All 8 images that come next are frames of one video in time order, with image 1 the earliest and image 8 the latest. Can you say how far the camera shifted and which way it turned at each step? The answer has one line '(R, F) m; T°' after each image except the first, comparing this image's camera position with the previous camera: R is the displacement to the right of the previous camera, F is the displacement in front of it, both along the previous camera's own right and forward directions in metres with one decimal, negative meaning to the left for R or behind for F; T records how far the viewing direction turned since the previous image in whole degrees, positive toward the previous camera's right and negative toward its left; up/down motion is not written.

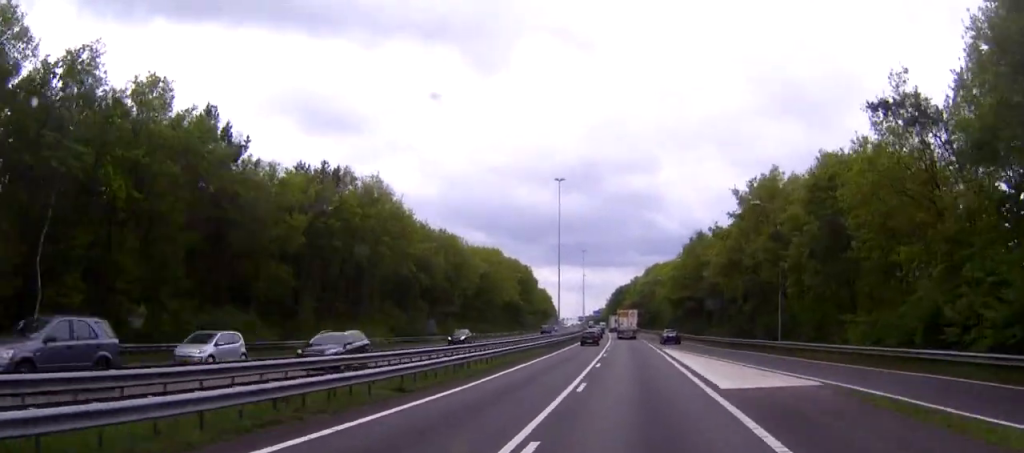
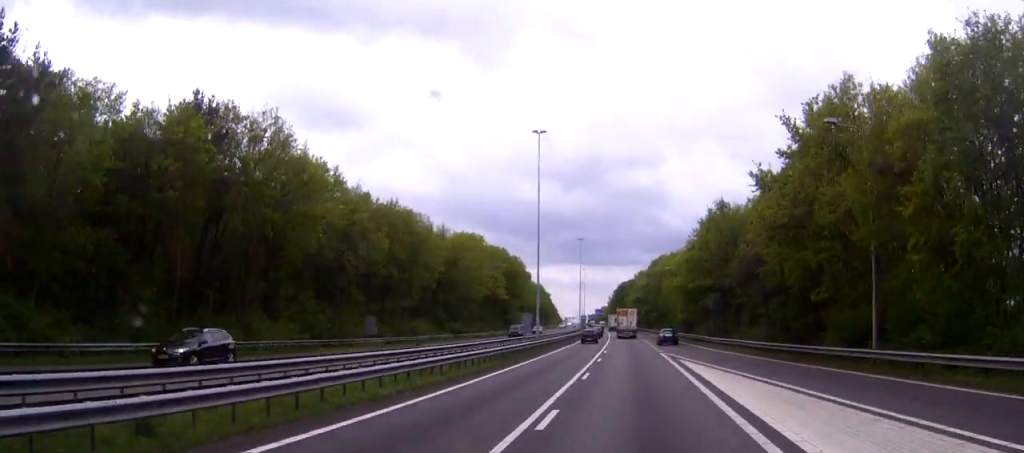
(0.0, +19.9) m; 0°
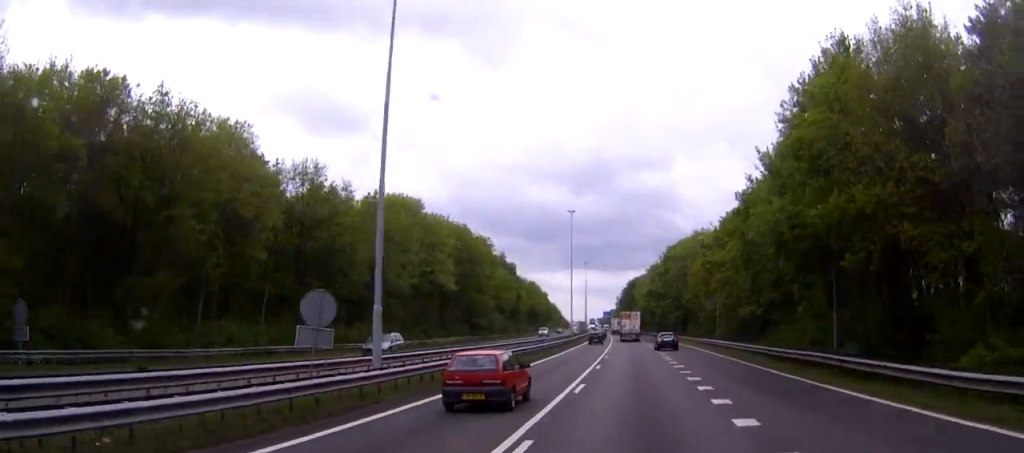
(-0.4, +40.7) m; -1°
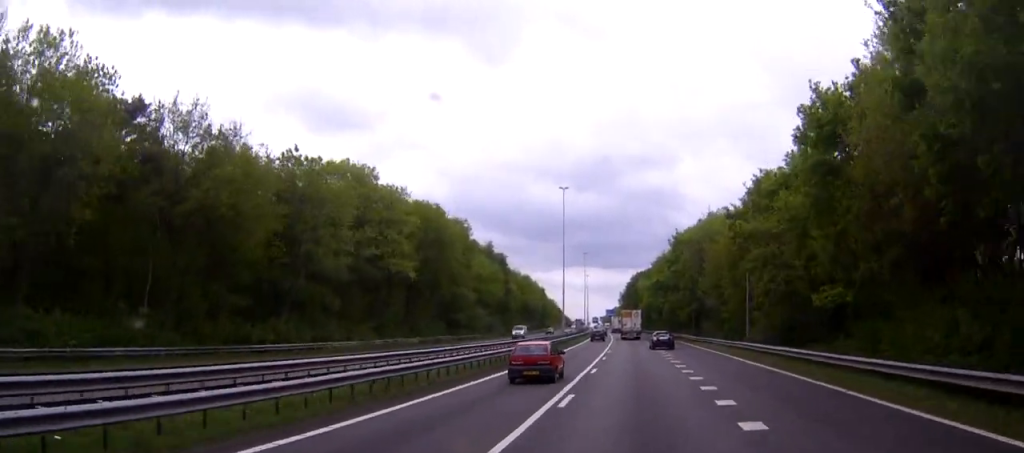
(-0.1, +16.8) m; 0°
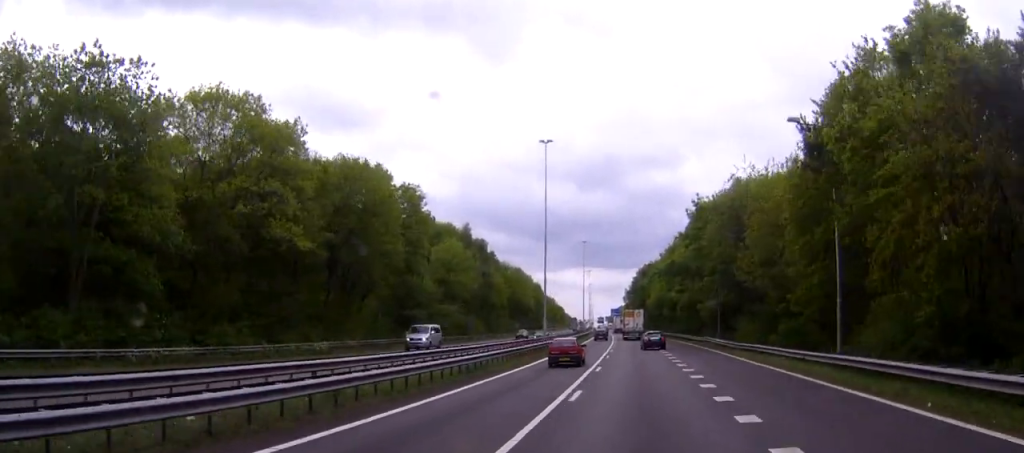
(+0.1, +22.7) m; 0°
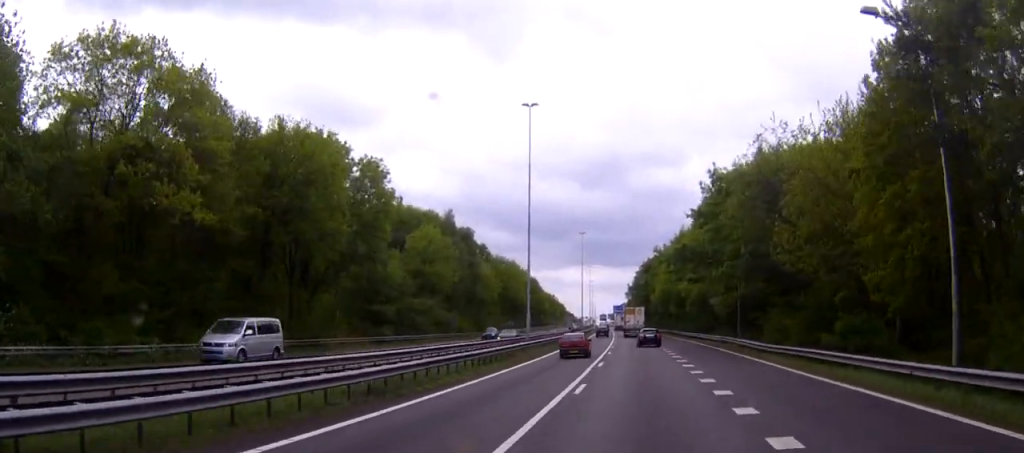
(-0.1, +11.3) m; +1°
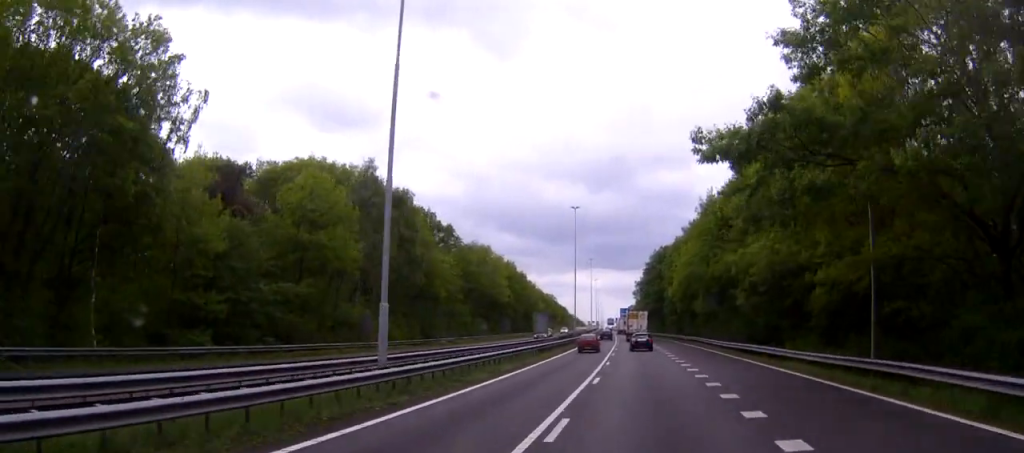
(+0.5, +31.6) m; +1°
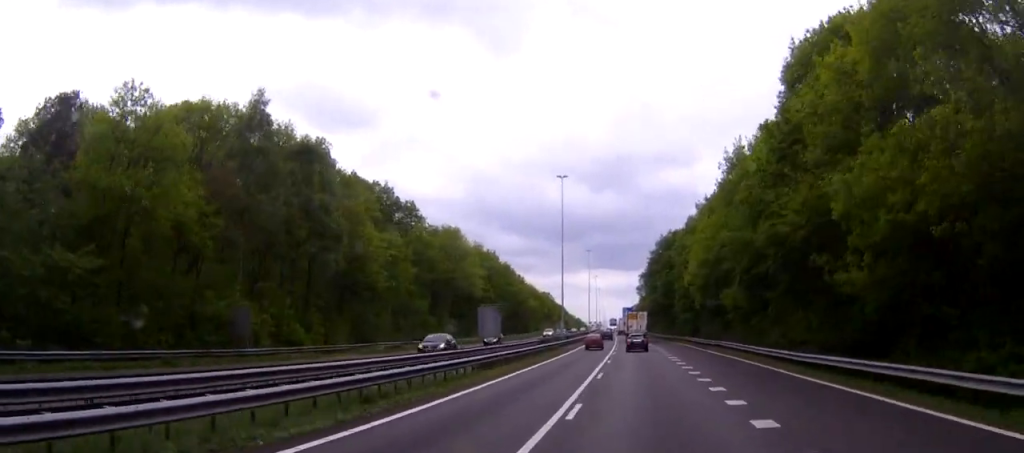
(-0.1, +21.3) m; 0°
